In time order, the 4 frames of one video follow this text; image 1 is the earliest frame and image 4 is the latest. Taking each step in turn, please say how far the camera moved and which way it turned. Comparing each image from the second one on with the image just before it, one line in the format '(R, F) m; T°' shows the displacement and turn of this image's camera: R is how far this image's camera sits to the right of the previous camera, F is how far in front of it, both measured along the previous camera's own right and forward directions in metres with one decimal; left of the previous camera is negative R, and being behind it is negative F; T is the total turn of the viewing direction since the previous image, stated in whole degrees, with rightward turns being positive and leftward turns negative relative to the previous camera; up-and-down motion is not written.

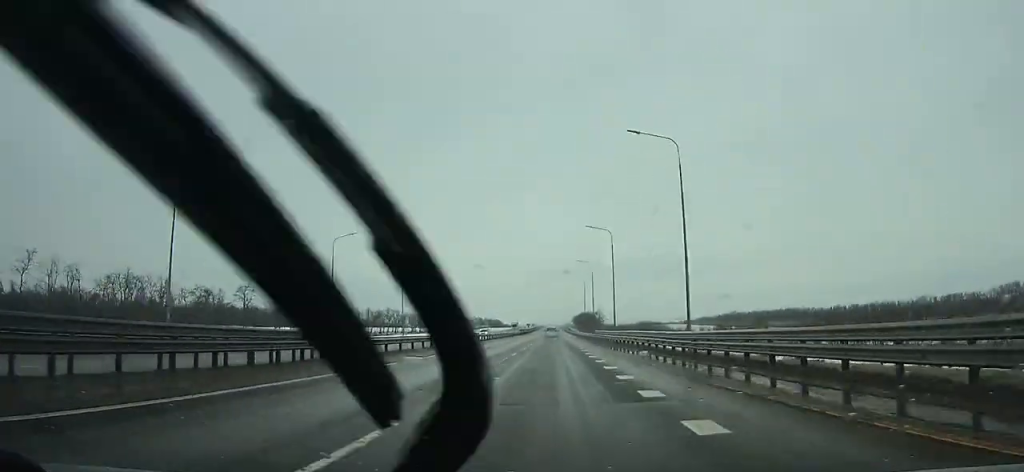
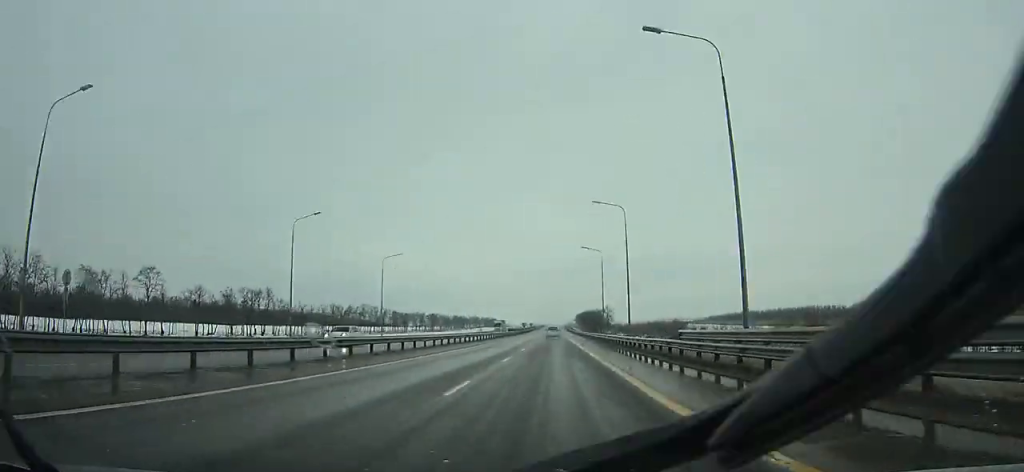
(-0.1, +42.2) m; 0°
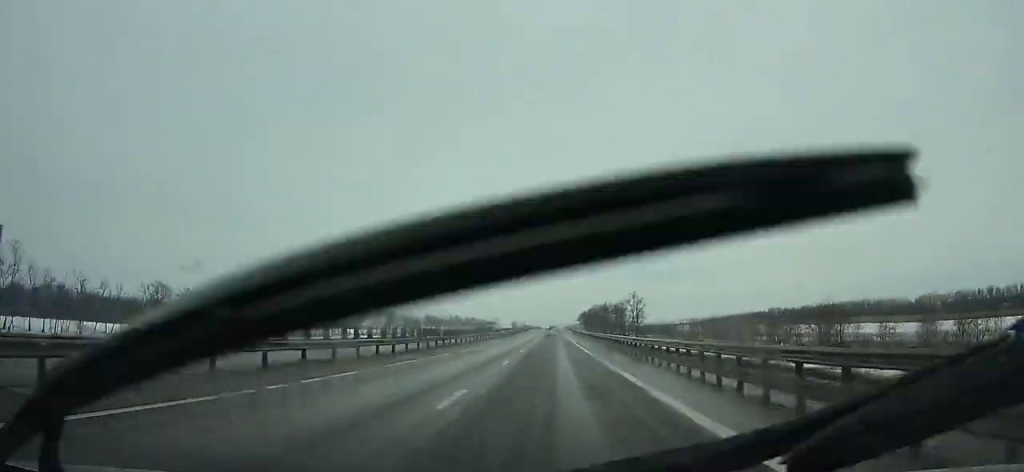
(+0.3, +98.9) m; 0°
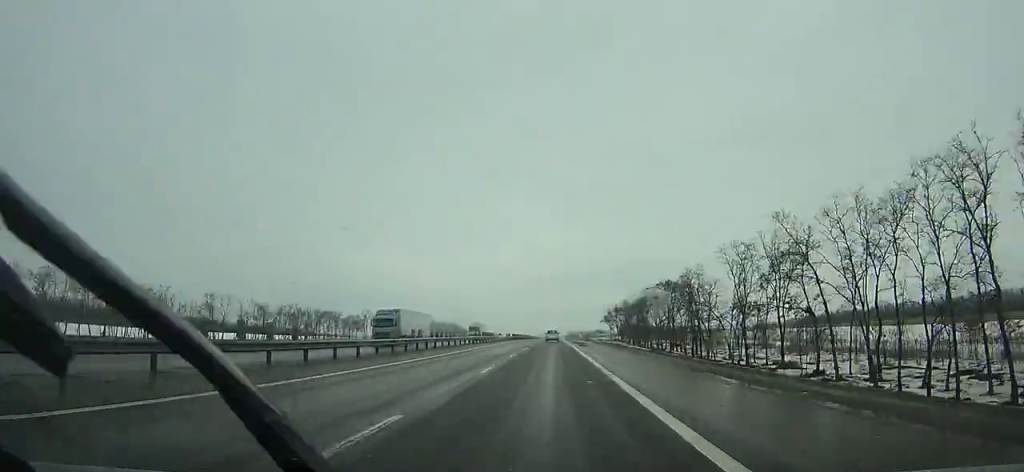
(-0.7, +208.7) m; 0°
